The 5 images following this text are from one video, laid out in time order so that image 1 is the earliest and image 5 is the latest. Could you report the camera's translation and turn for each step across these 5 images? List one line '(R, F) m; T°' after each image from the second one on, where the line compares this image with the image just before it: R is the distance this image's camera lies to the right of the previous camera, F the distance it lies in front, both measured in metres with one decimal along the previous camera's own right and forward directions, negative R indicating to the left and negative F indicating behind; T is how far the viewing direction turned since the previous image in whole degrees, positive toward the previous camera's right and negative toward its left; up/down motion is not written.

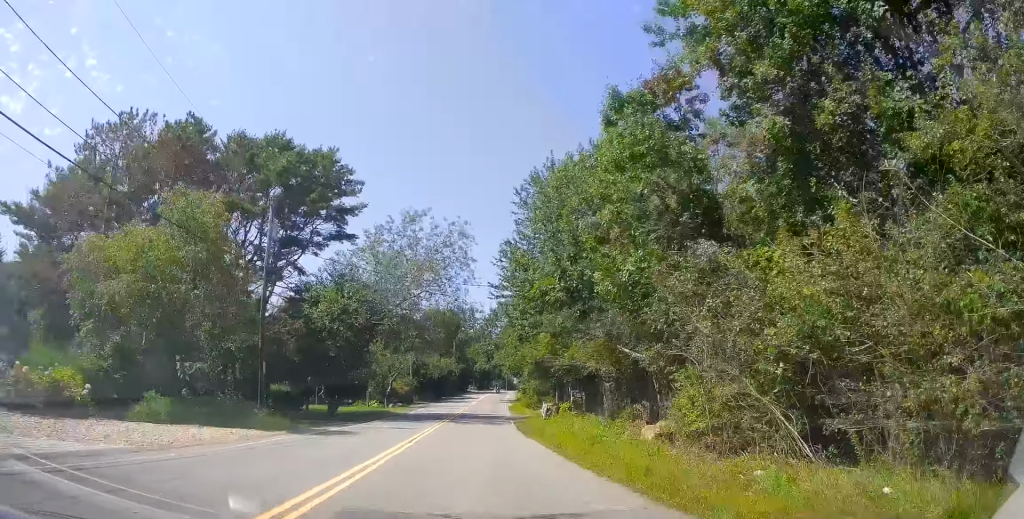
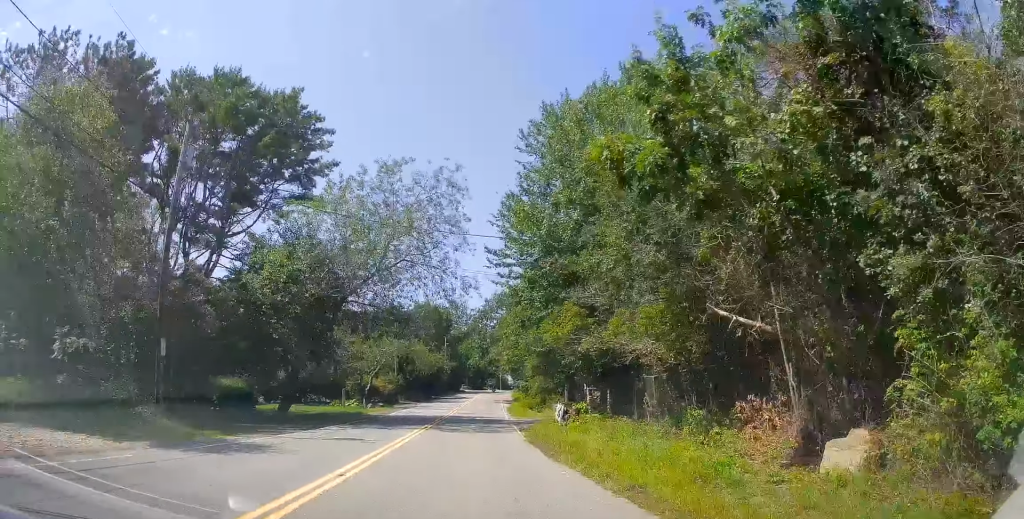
(0.0, +8.2) m; +1°
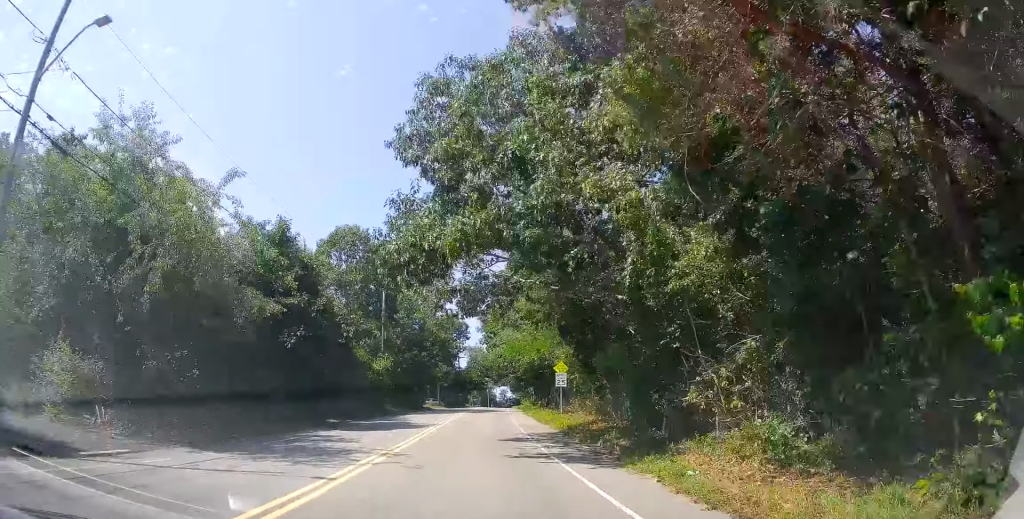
(+2.2, +53.1) m; +2°
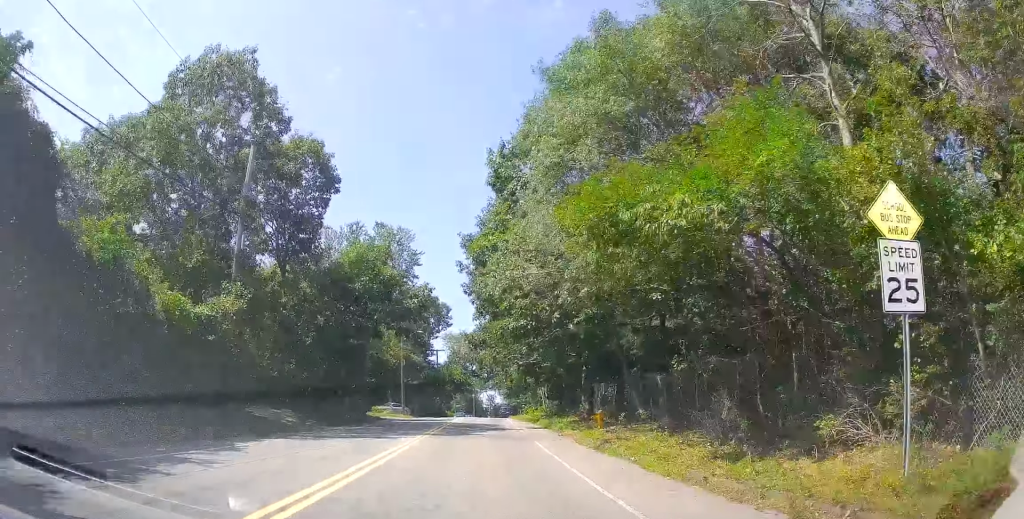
(0.0, +27.0) m; +2°
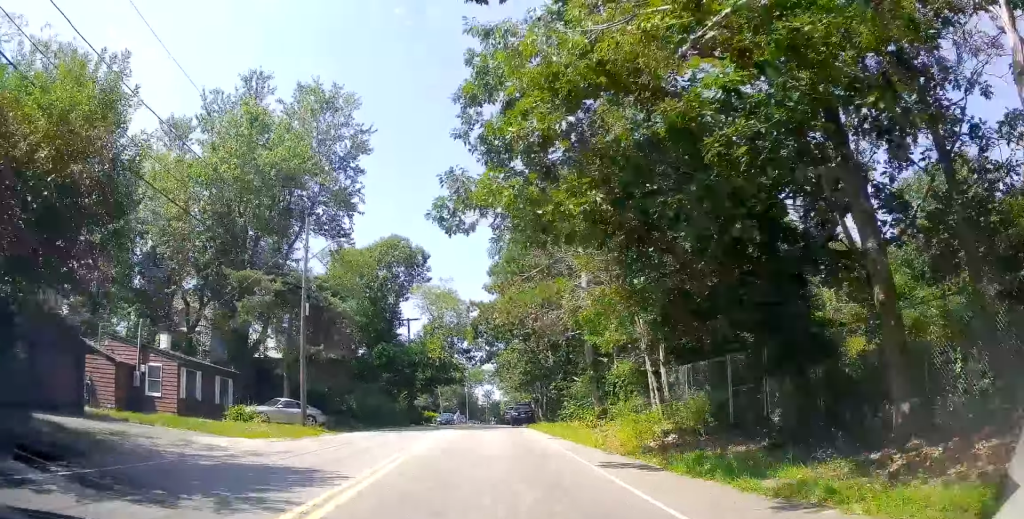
(+0.8, +31.9) m; +1°
